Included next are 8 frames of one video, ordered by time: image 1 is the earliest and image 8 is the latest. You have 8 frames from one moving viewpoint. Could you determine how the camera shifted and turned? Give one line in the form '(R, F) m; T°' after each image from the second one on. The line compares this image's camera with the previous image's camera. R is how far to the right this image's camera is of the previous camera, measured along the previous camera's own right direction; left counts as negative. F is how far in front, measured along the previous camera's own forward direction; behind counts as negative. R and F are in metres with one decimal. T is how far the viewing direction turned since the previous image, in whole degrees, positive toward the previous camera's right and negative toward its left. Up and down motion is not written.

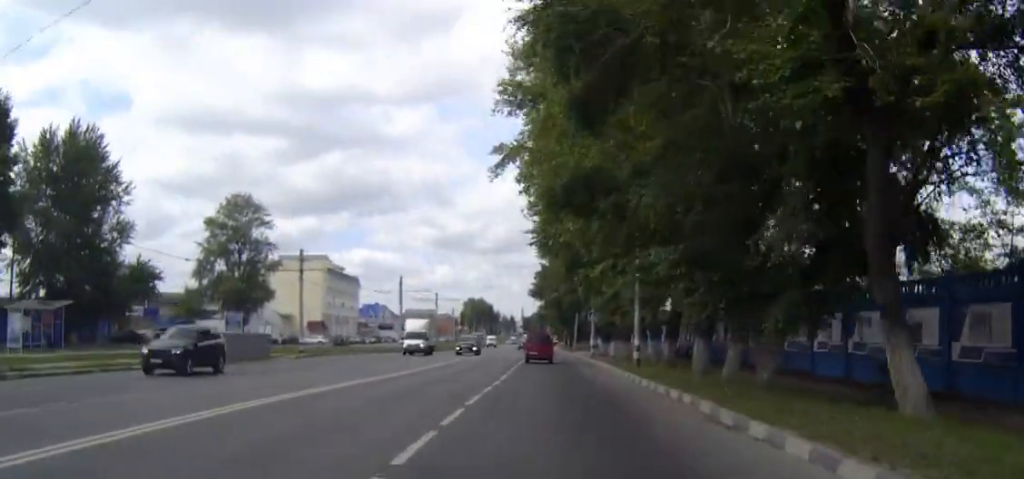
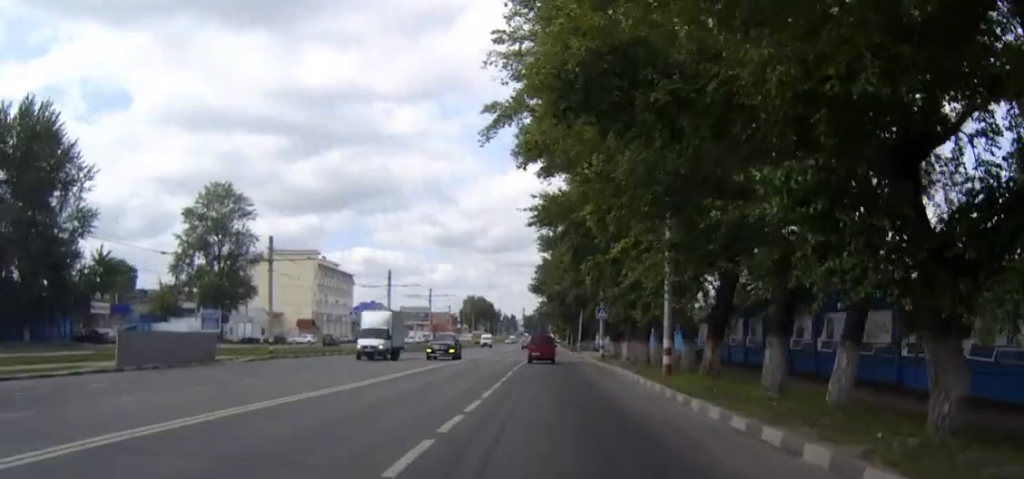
(-0.1, +8.6) m; 0°
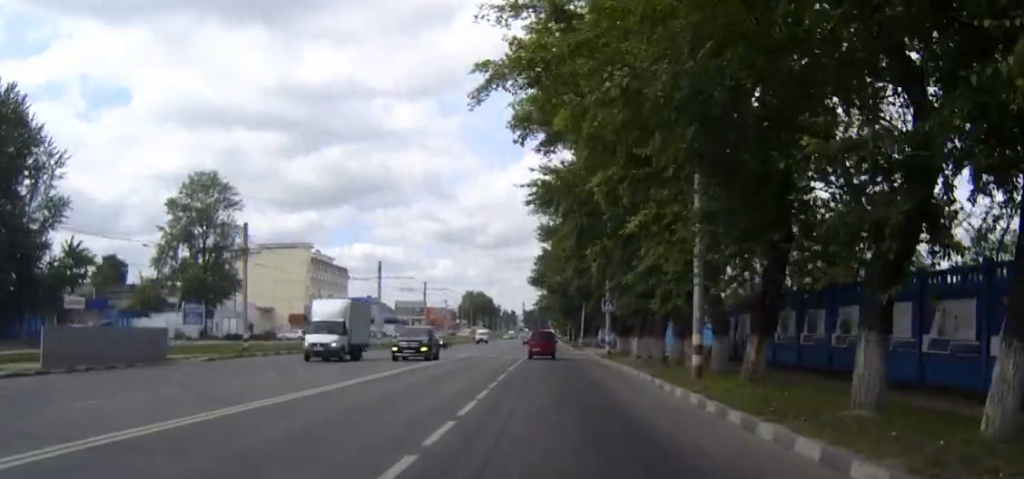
(0.0, +5.6) m; 0°
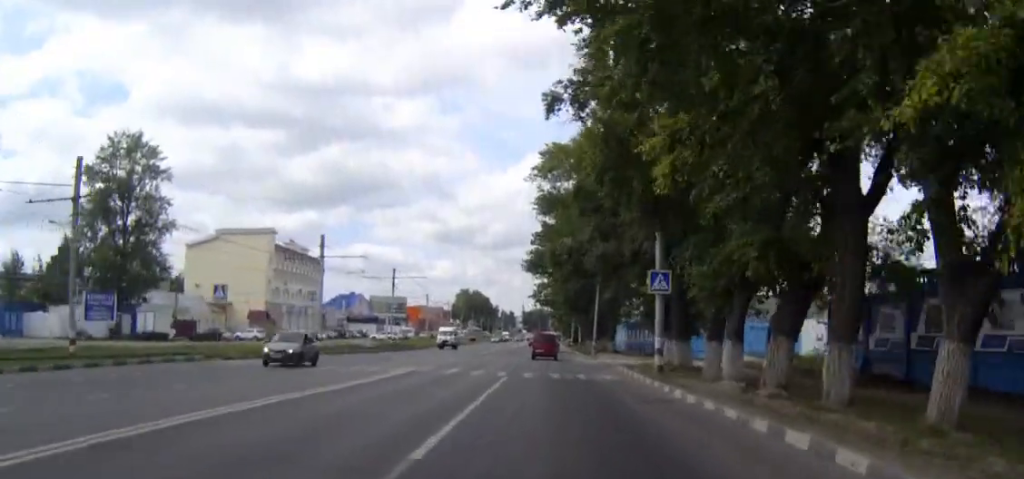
(-0.1, +23.0) m; 0°
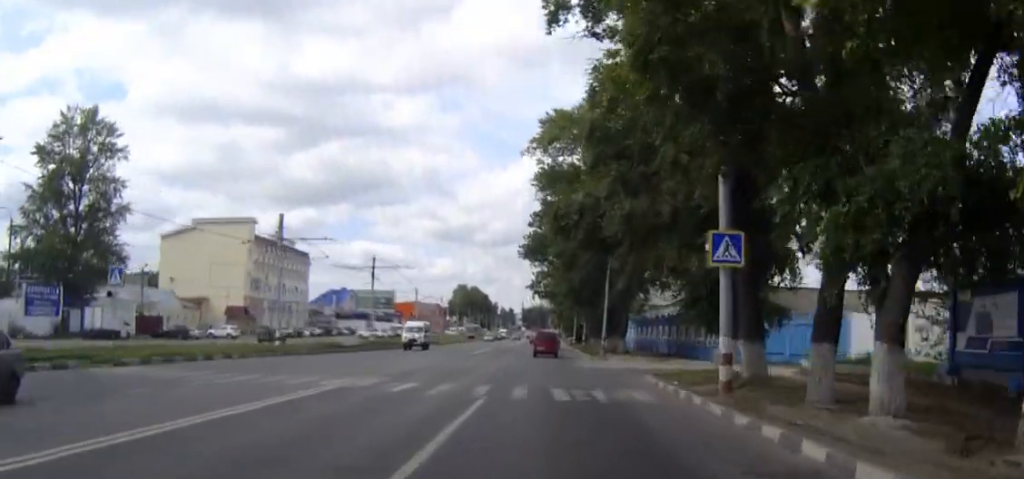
(0.0, +10.7) m; 0°
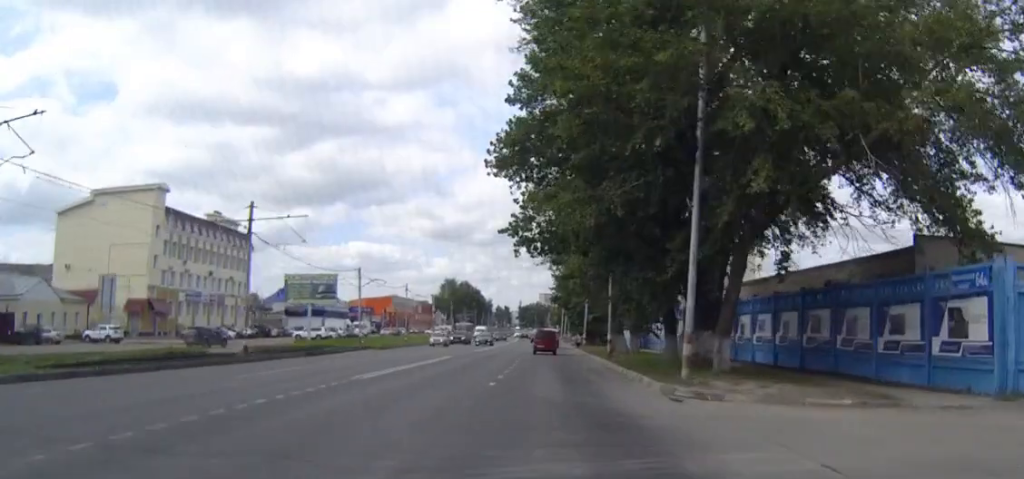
(+0.1, +32.8) m; +1°
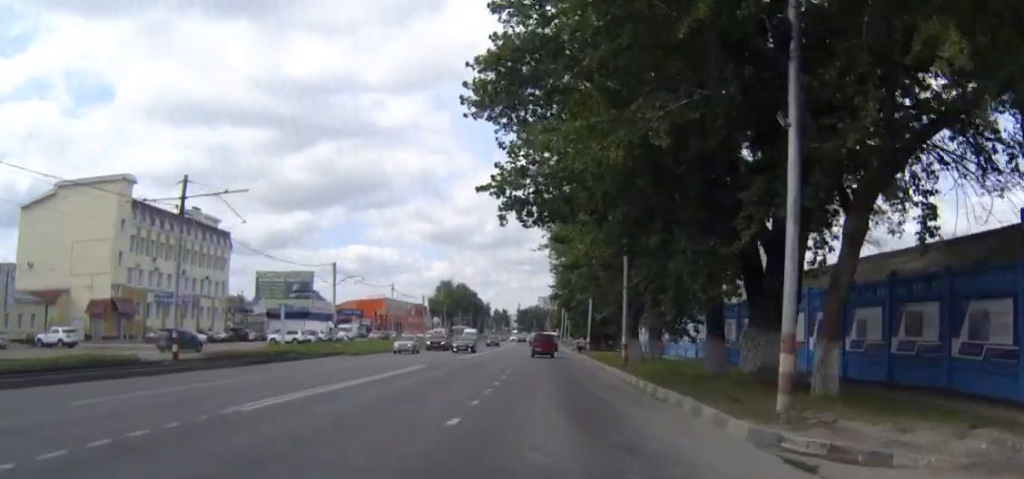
(0.0, +9.2) m; 0°
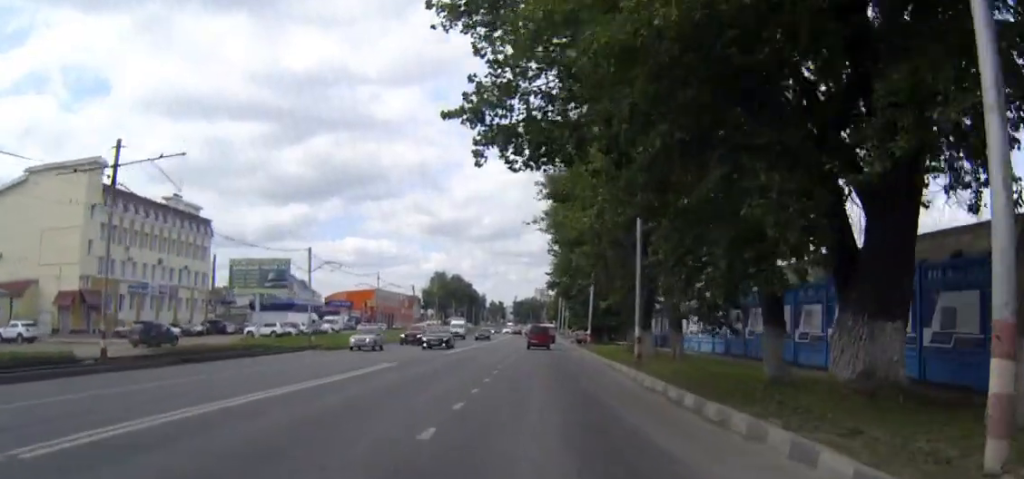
(0.0, +6.6) m; 0°
